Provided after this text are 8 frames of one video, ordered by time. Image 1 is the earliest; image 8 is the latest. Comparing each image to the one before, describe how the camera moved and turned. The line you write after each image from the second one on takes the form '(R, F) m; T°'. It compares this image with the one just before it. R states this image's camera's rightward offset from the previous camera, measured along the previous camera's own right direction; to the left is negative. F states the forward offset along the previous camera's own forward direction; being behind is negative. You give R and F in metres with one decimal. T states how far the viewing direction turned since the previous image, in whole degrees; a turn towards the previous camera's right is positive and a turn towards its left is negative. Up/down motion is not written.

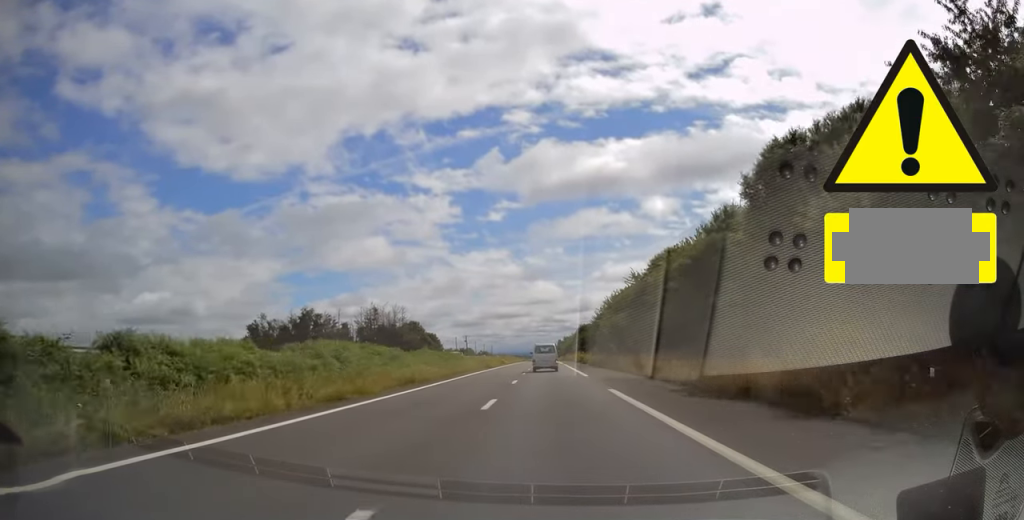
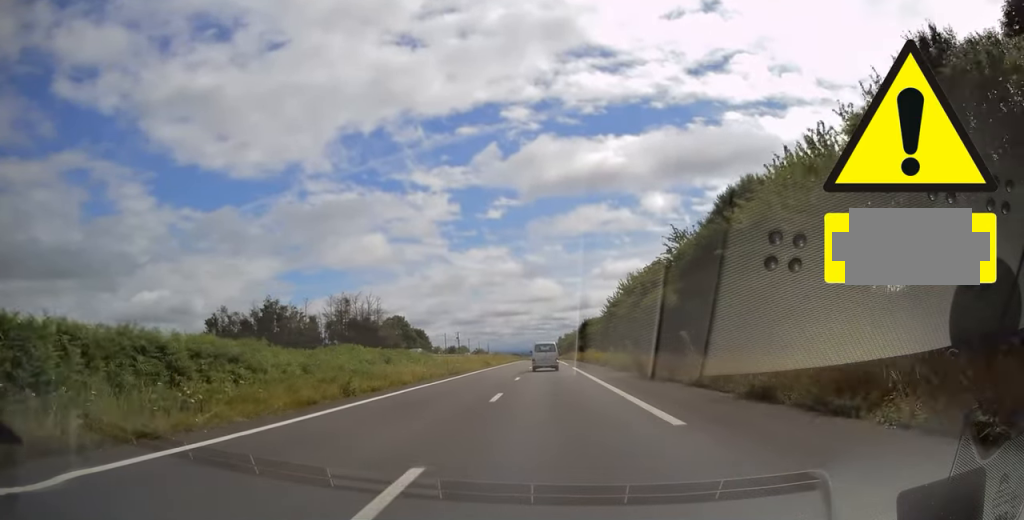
(0.0, +22.8) m; 0°
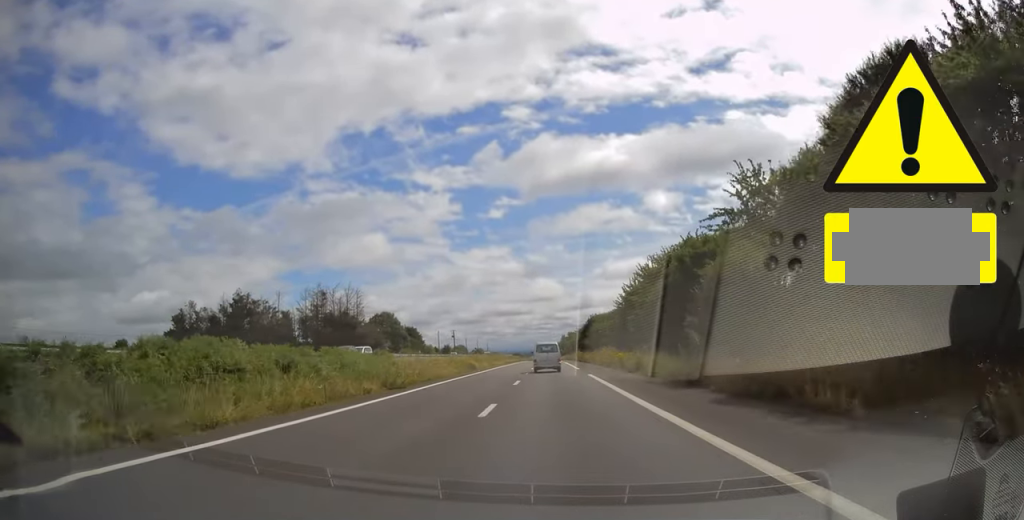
(0.0, +16.1) m; 0°
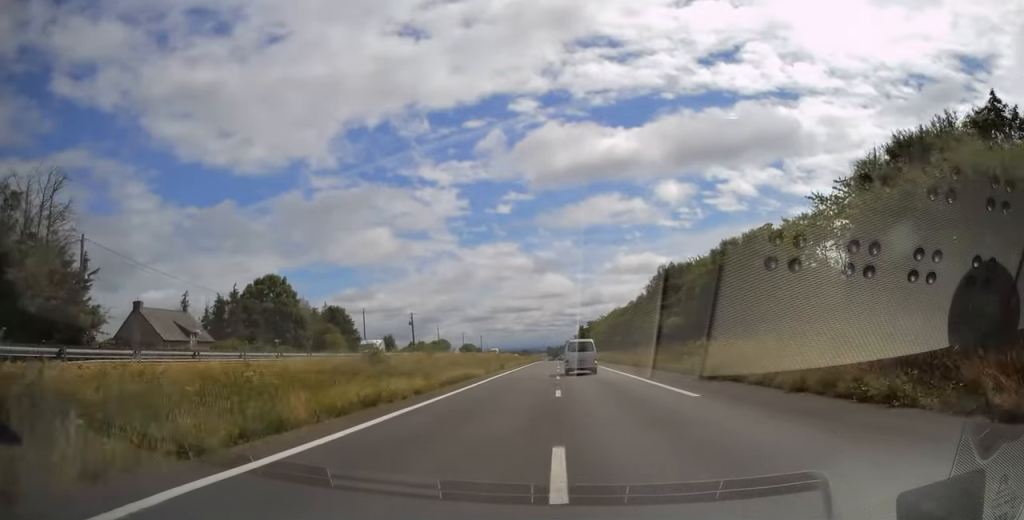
(-0.4, +81.7) m; -1°
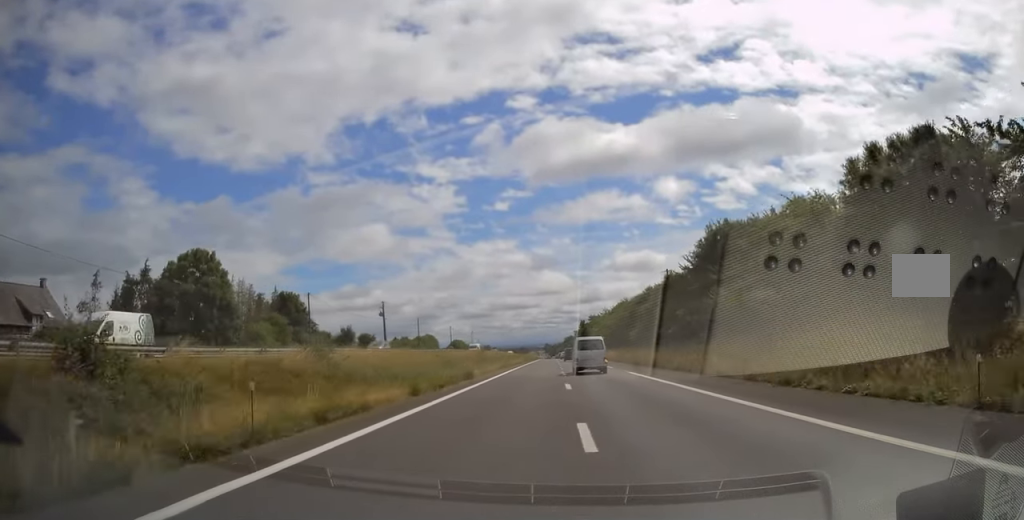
(-0.1, +22.4) m; 0°
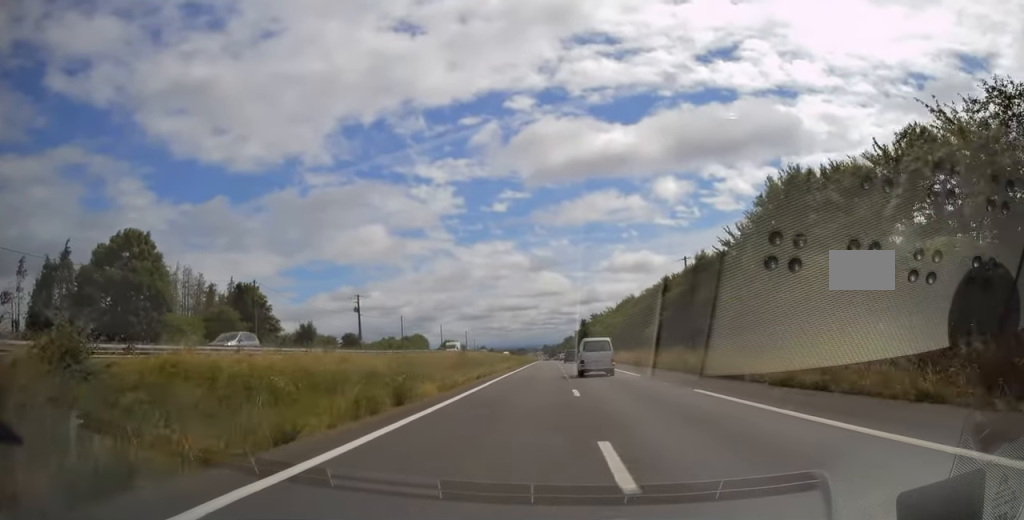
(-0.1, +14.6) m; 0°
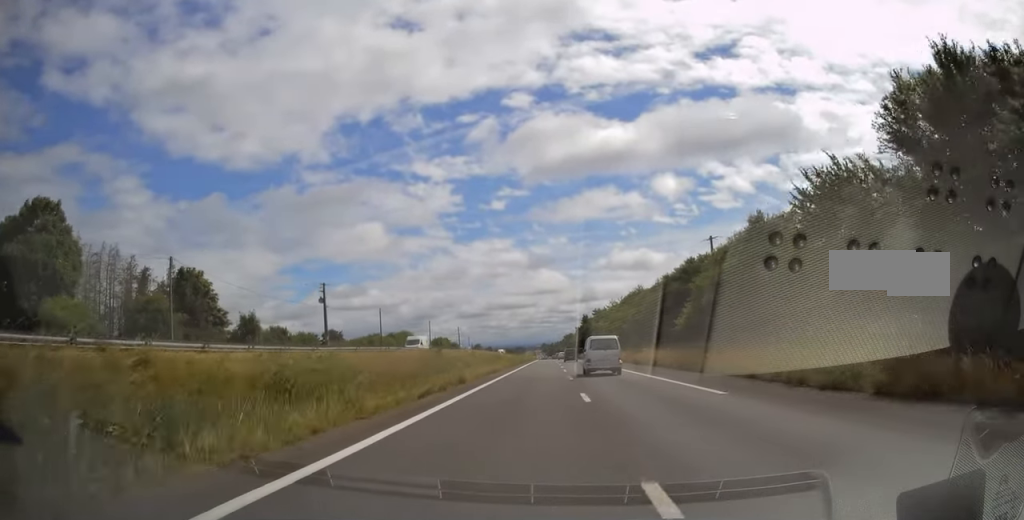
(+0.1, +15.1) m; 0°
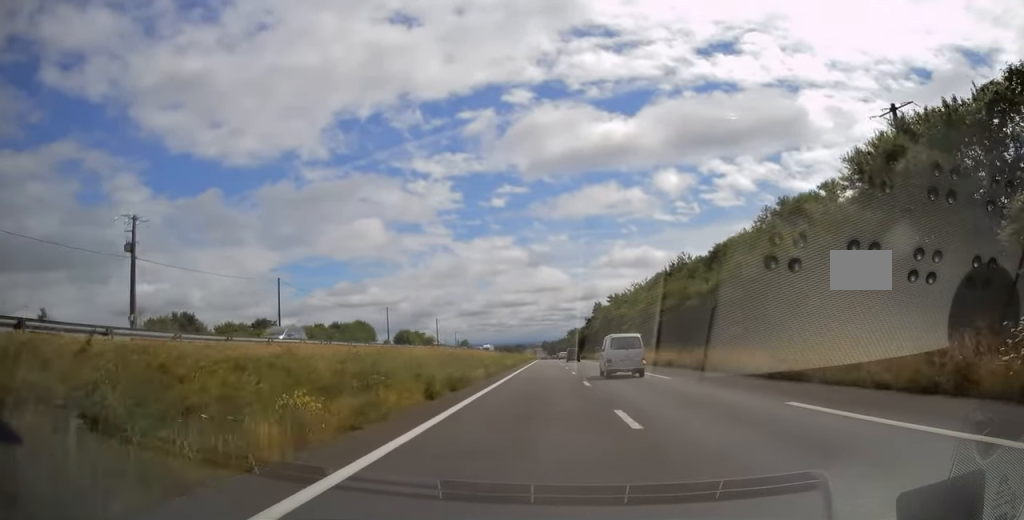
(-0.1, +42.6) m; -1°
